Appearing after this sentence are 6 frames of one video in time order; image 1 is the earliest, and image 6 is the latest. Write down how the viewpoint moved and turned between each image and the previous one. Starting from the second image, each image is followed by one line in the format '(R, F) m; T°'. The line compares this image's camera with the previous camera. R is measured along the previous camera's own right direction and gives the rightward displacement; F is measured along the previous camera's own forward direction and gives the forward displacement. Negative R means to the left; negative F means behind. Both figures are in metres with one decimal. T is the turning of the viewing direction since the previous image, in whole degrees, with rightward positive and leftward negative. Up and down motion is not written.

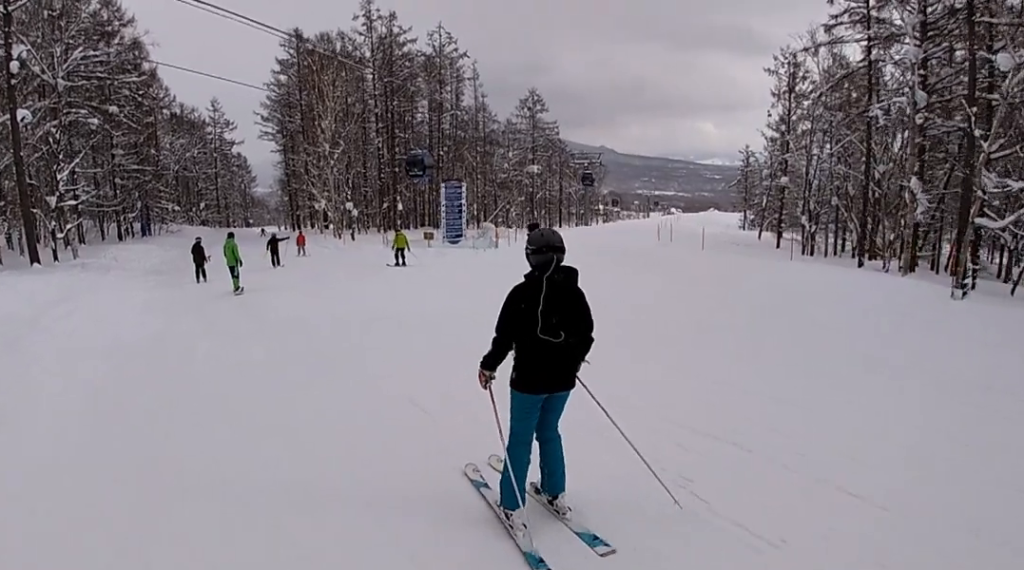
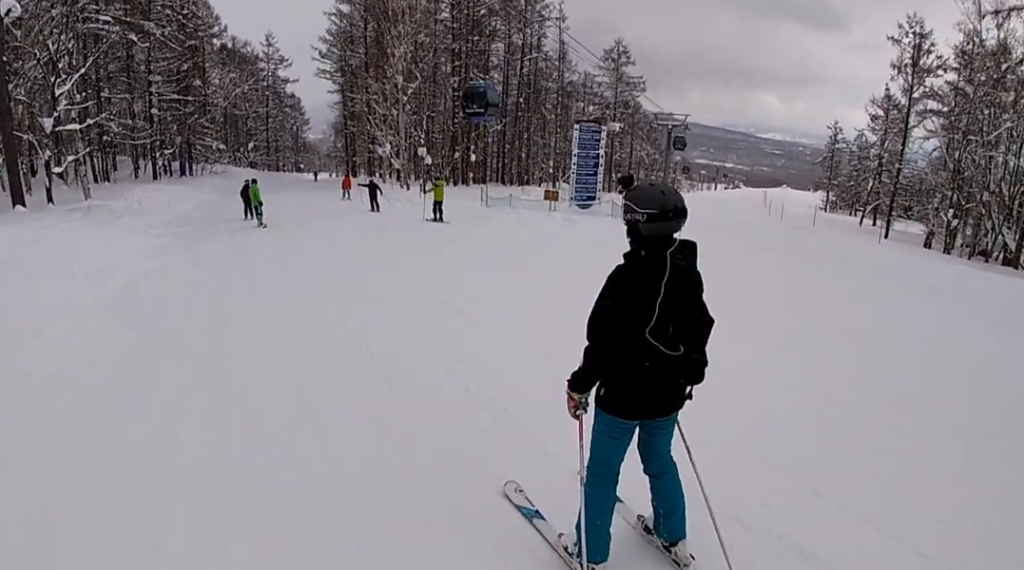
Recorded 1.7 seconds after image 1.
(0.0, +8.0) m; 0°
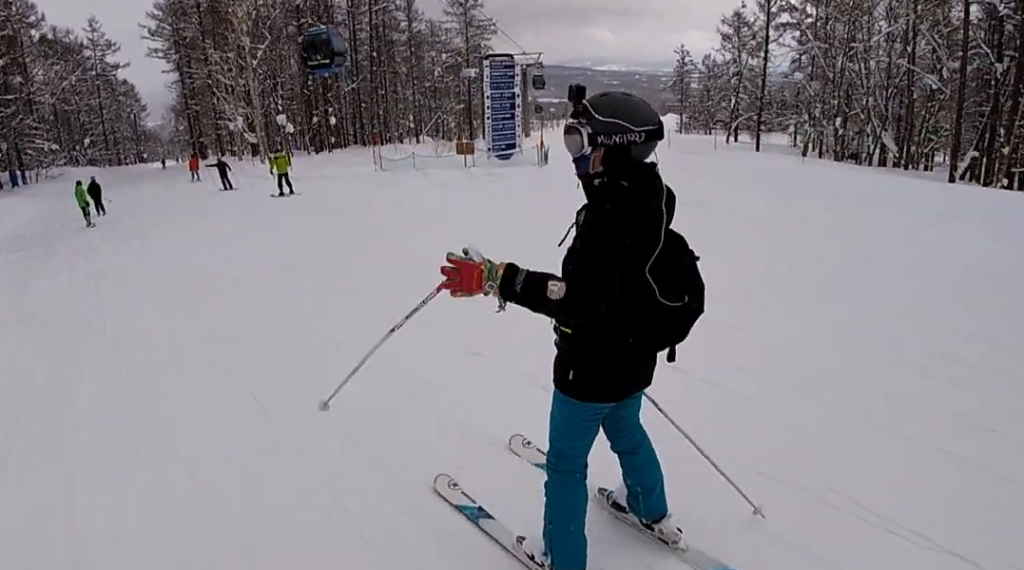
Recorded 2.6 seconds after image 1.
(0.0, +4.1) m; -2°
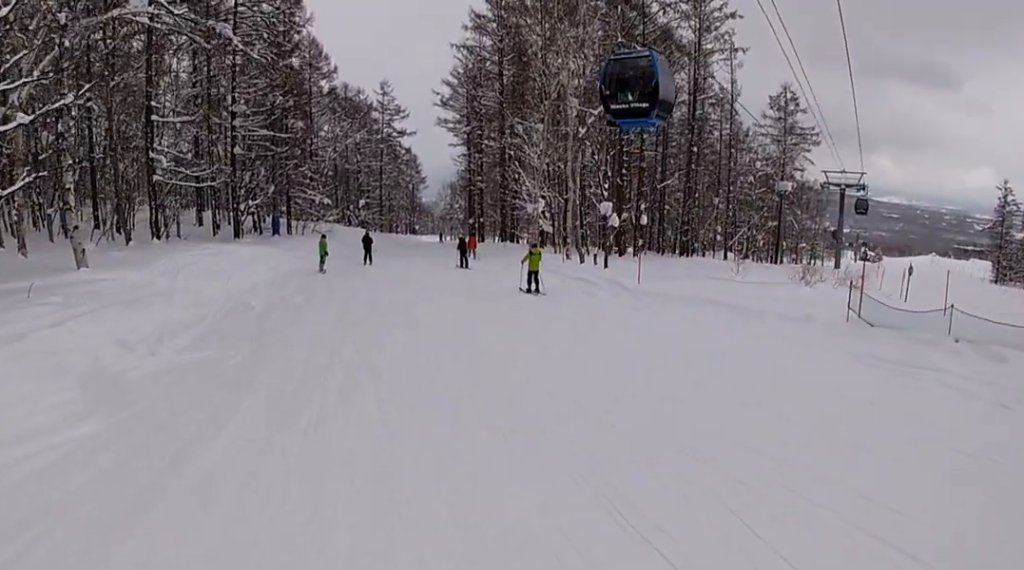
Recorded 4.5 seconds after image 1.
(-1.7, +10.1) m; -13°
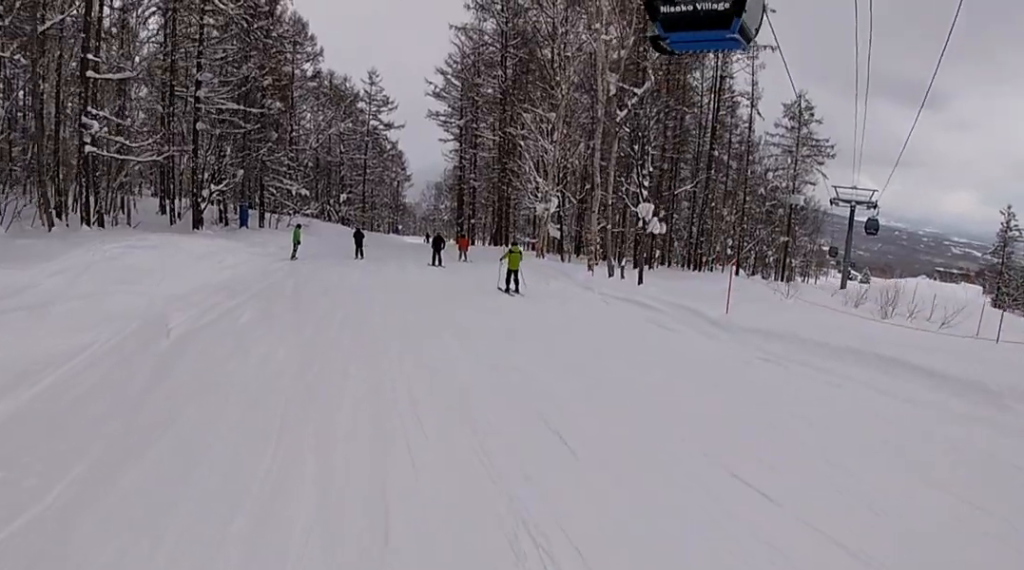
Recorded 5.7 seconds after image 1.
(+0.6, +6.1) m; +11°
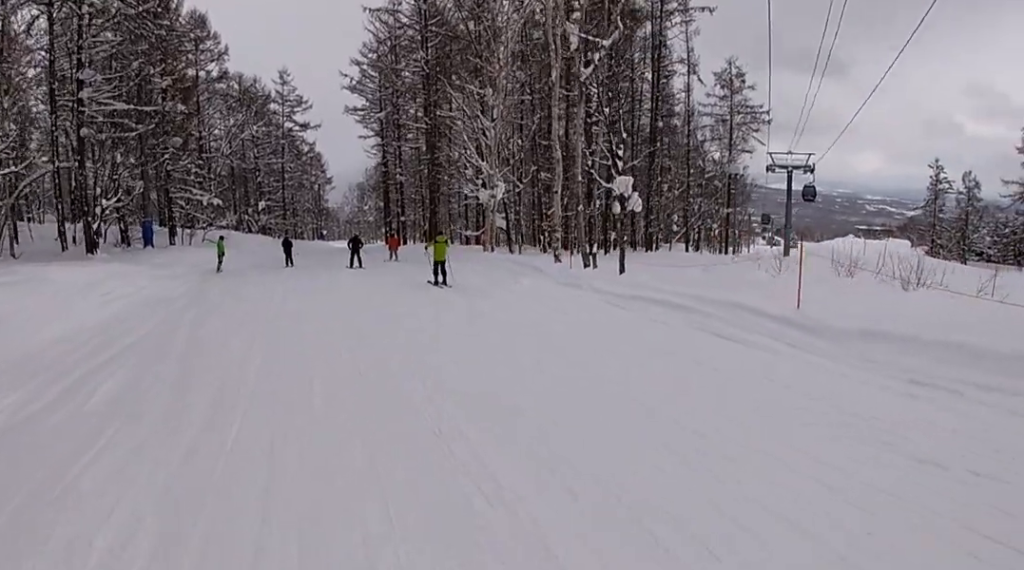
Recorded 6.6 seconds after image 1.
(+0.3, +4.9) m; +3°
